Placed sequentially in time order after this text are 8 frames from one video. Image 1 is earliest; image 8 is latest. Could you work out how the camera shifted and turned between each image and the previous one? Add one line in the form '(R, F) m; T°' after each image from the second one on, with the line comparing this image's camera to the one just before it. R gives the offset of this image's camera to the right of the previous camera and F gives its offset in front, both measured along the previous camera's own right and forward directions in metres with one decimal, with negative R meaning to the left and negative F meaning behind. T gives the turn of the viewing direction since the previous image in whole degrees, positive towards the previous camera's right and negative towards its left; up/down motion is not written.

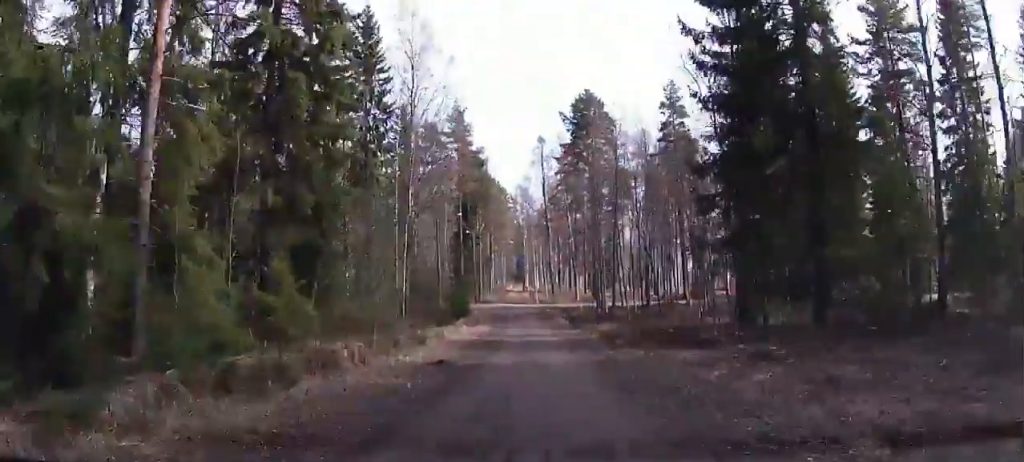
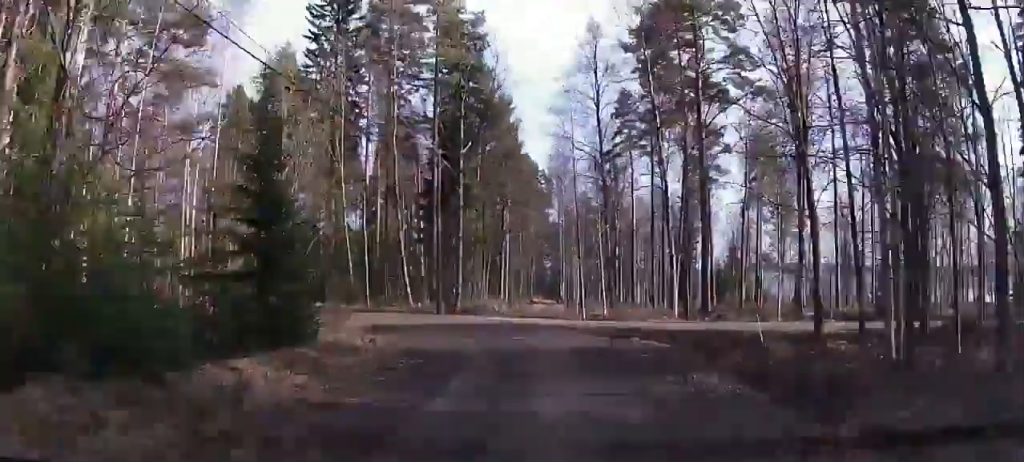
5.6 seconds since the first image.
(-0.1, +38.1) m; -7°
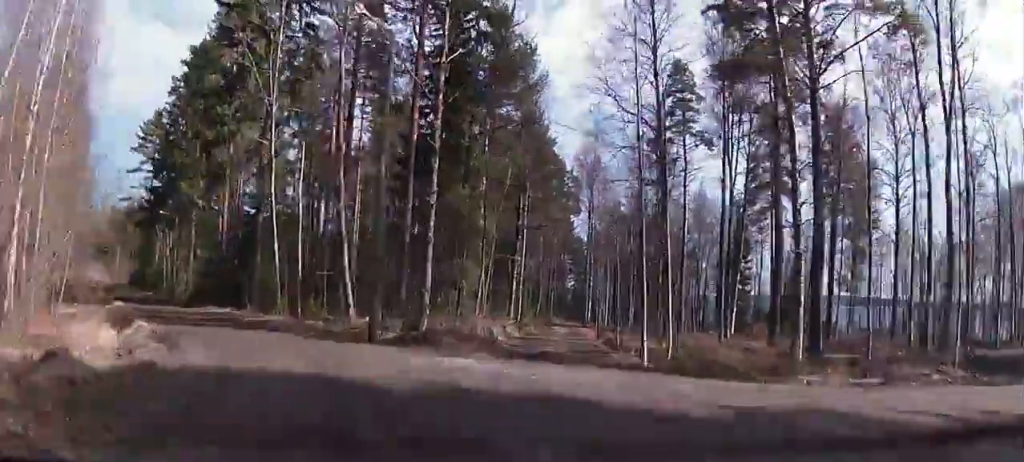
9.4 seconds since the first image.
(+0.5, +24.1) m; -14°
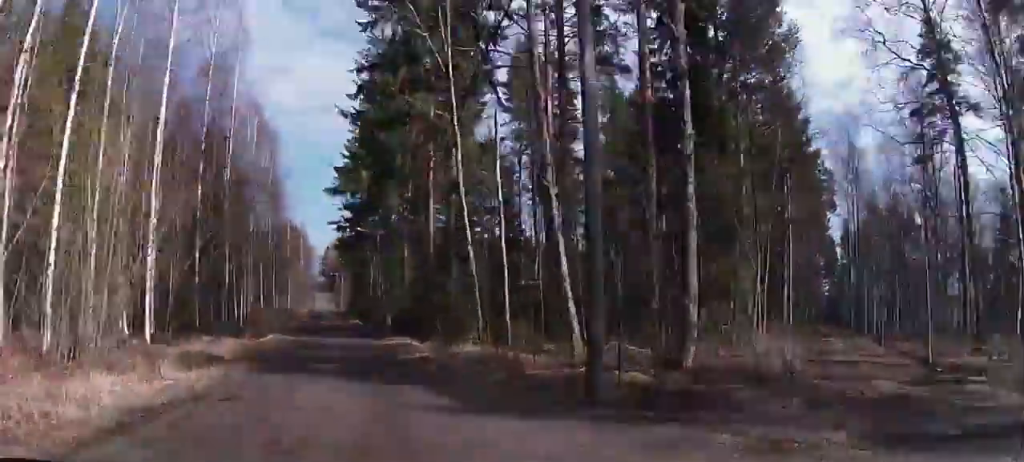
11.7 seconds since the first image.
(-3.9, +14.2) m; -11°
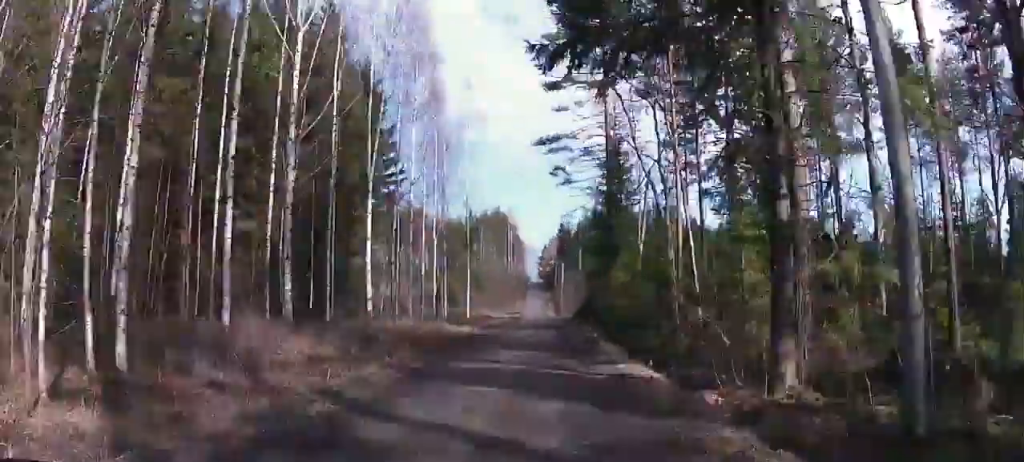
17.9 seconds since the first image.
(-8.8, +42.5) m; -13°
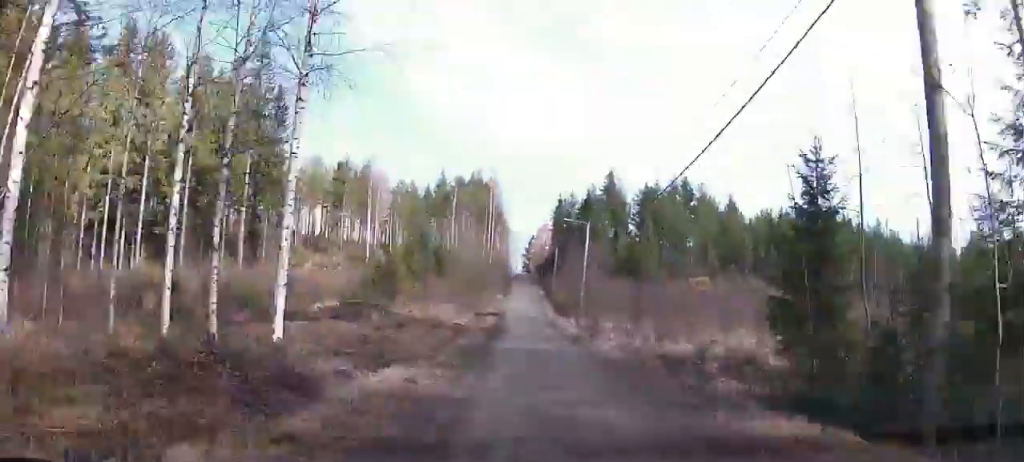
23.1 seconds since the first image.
(+0.5, +40.5) m; +2°
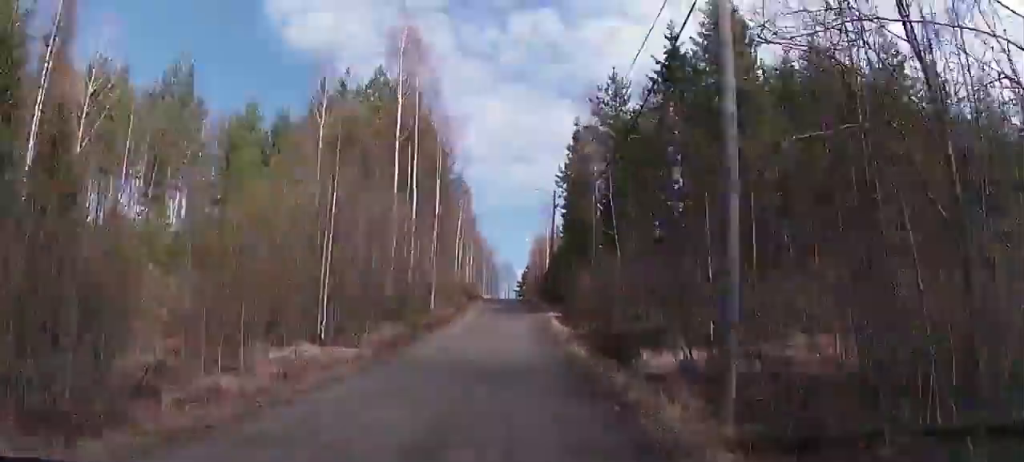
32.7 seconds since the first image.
(+1.4, +75.6) m; 0°
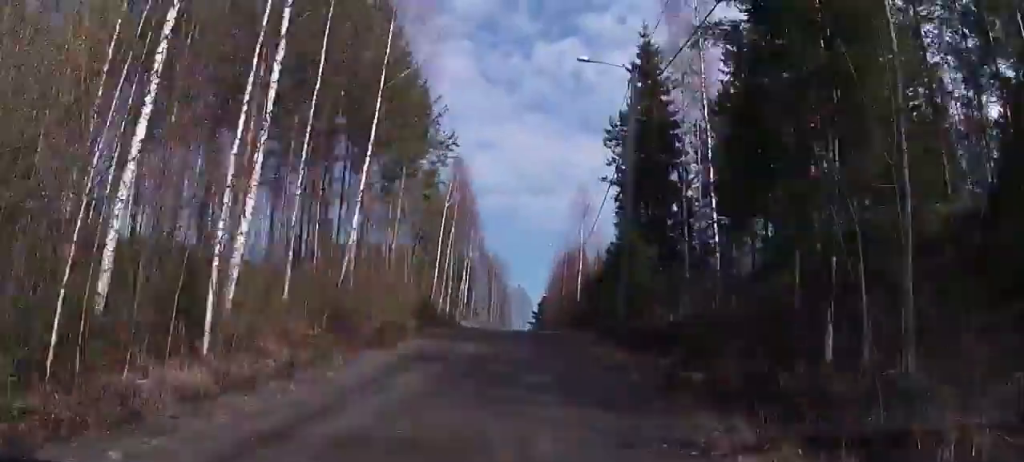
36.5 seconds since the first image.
(-0.5, +28.3) m; -2°
